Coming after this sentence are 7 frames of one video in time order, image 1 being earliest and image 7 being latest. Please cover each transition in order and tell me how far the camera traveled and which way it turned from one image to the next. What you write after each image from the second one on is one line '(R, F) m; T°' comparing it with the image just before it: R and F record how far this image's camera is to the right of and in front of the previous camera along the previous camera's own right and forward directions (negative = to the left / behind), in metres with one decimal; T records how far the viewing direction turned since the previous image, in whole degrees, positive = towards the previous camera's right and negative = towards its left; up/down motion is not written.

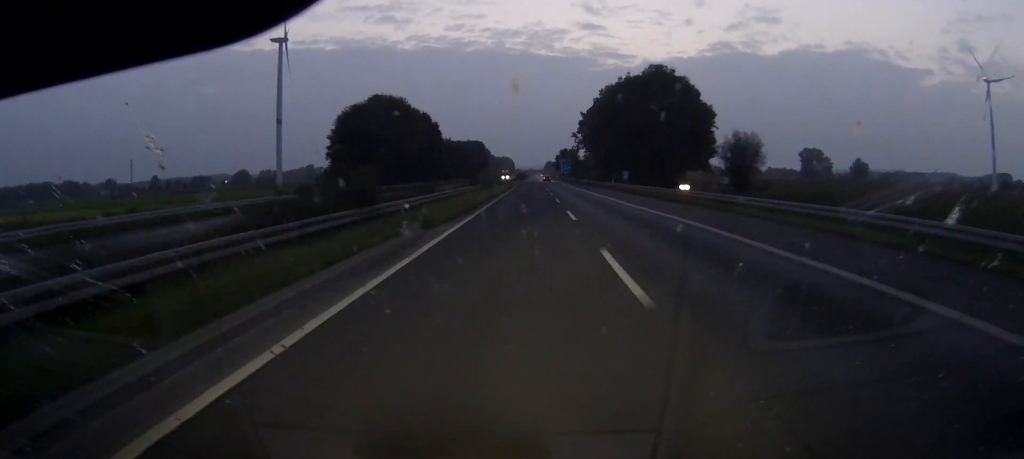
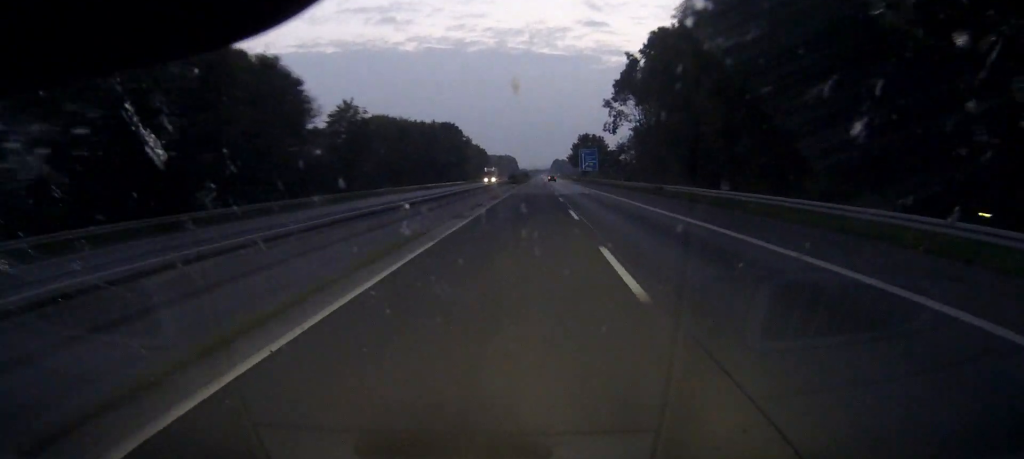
(-0.3, +102.4) m; 0°
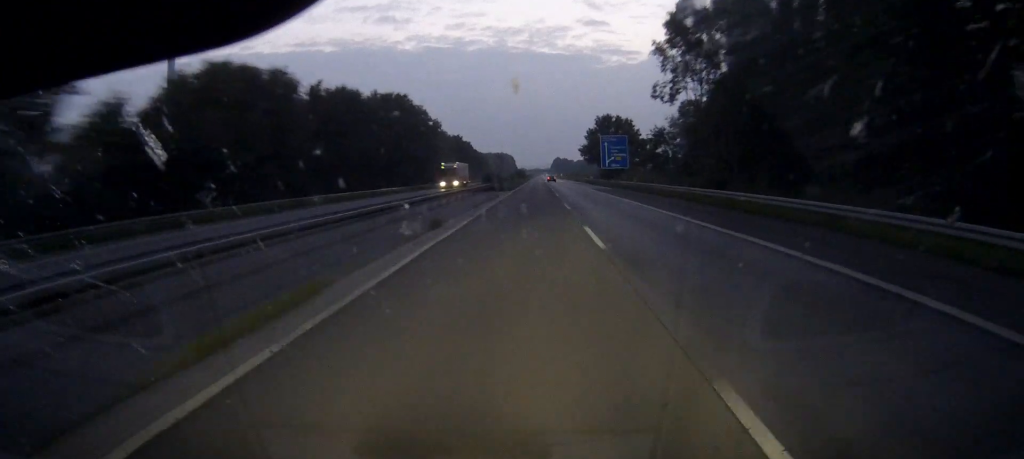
(-0.1, +61.1) m; 0°
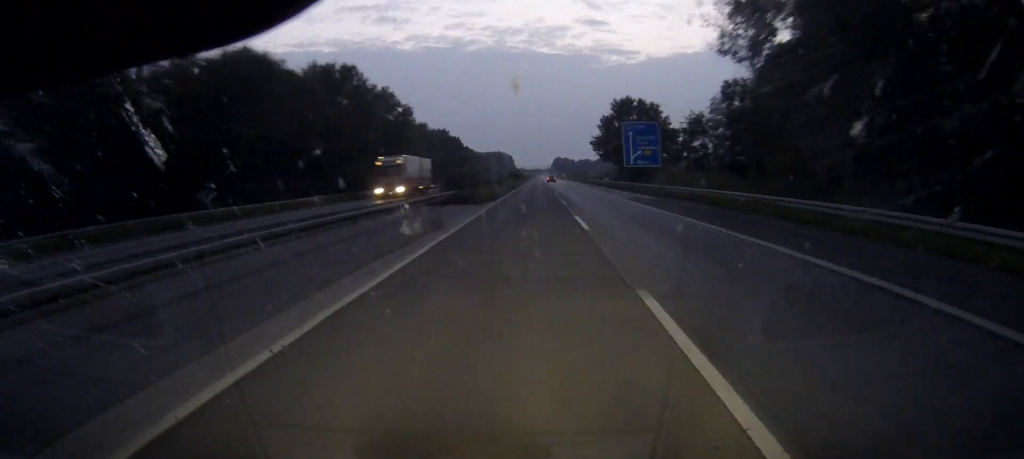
(0.0, +30.7) m; 0°
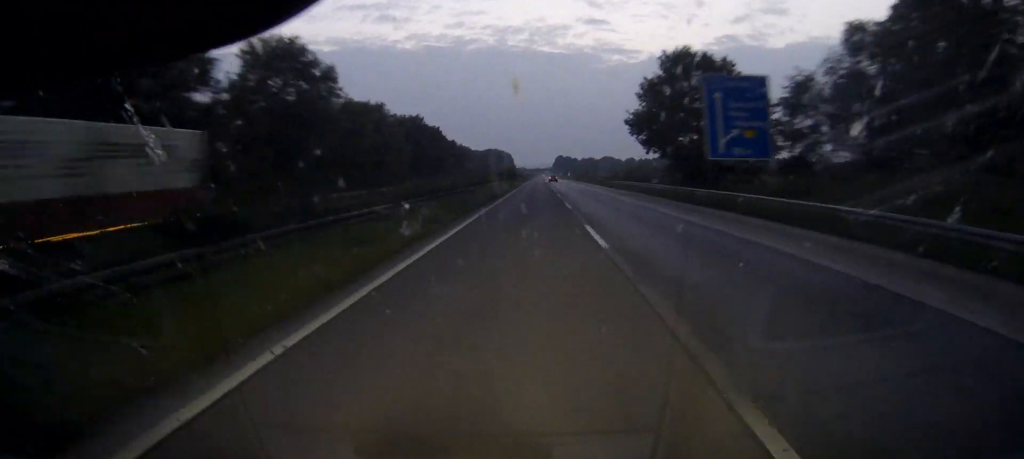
(0.0, +41.1) m; 0°
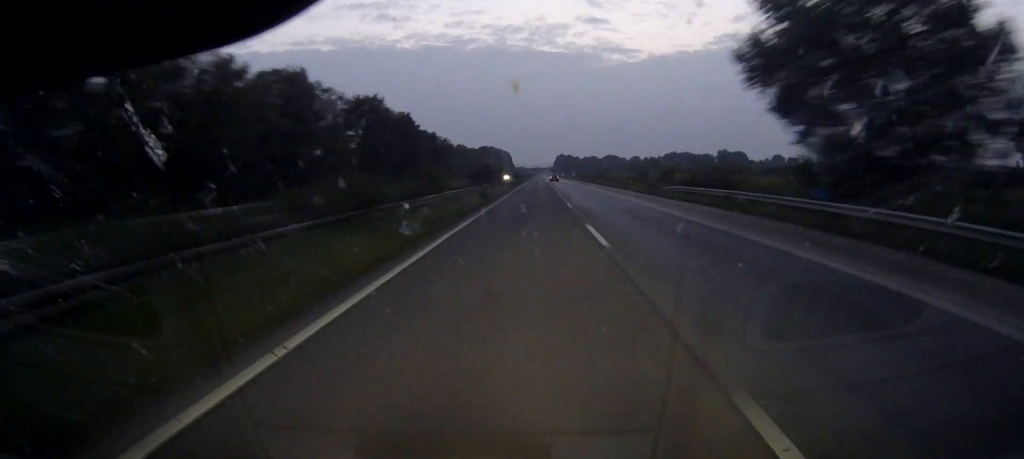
(0.0, +36.2) m; 0°
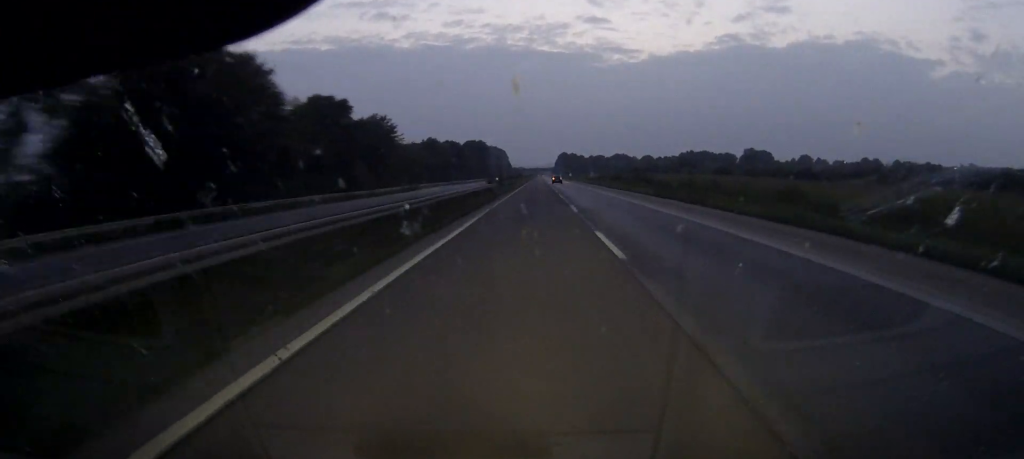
(-0.1, +74.4) m; 0°
